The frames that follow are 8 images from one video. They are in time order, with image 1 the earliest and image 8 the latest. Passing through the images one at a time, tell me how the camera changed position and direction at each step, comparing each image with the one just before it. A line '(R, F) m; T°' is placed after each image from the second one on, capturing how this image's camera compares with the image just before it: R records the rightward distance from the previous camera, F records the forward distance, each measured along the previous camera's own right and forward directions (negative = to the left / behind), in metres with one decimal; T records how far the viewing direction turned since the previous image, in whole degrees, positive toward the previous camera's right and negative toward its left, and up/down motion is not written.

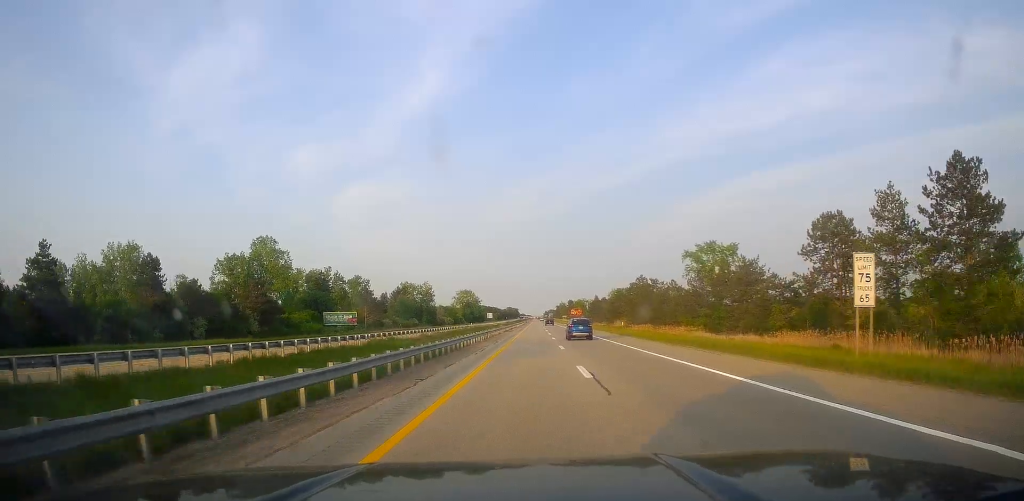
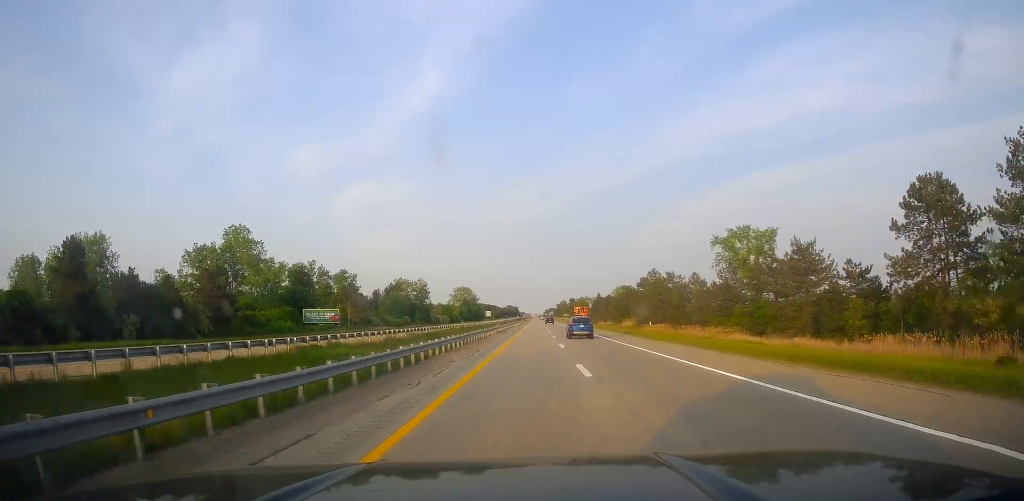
(+0.1, +15.2) m; 0°
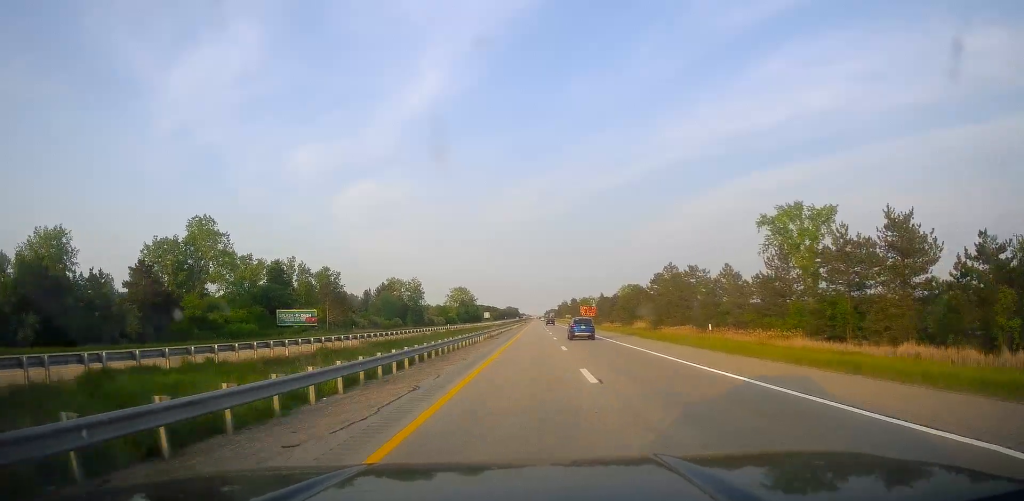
(0.0, +16.5) m; 0°
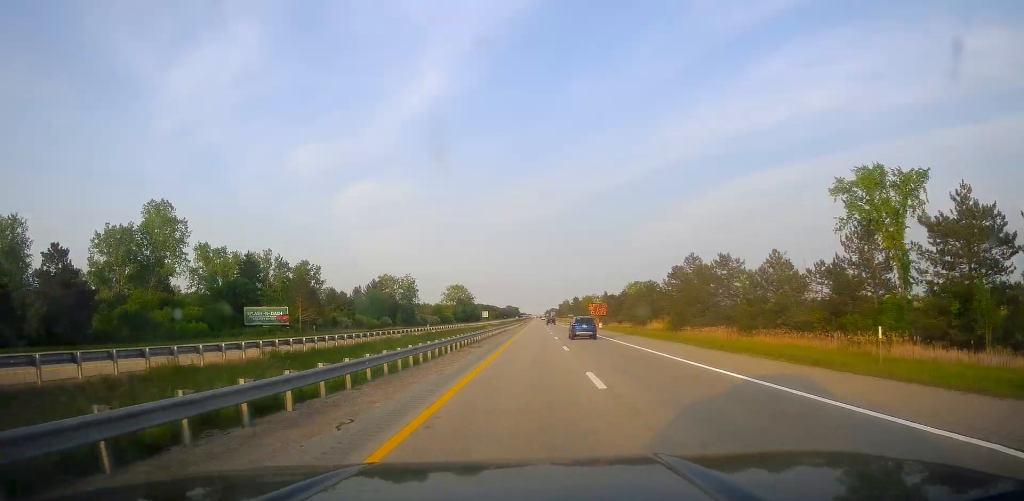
(+0.1, +16.4) m; 0°
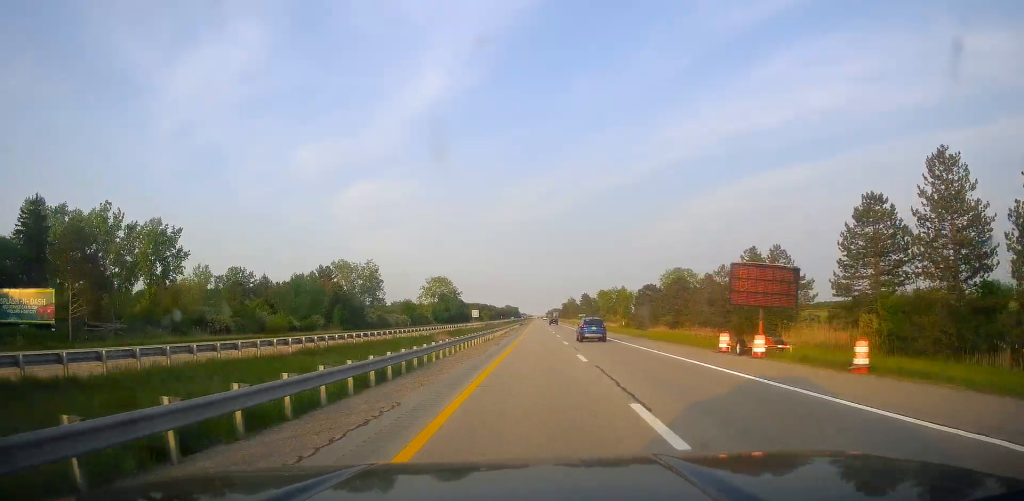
(-1.1, +67.4) m; -1°
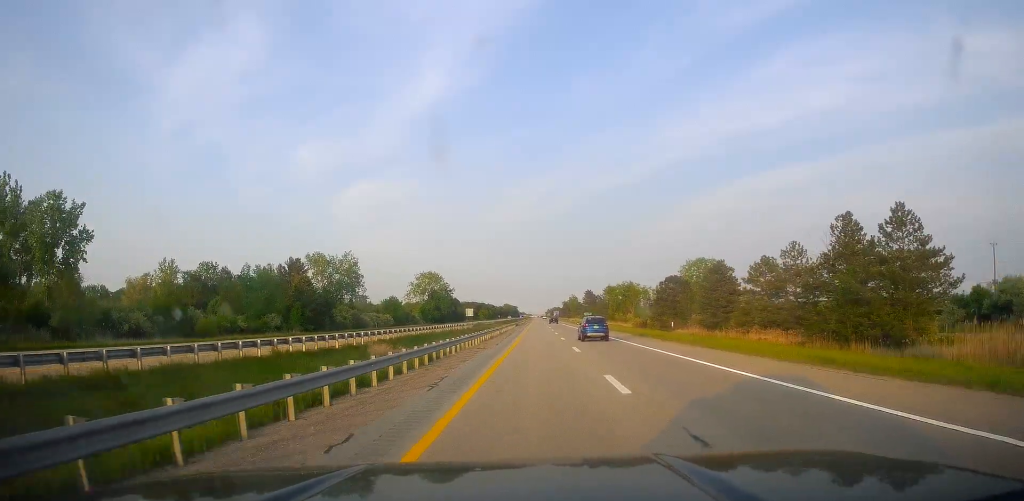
(0.0, +24.8) m; 0°
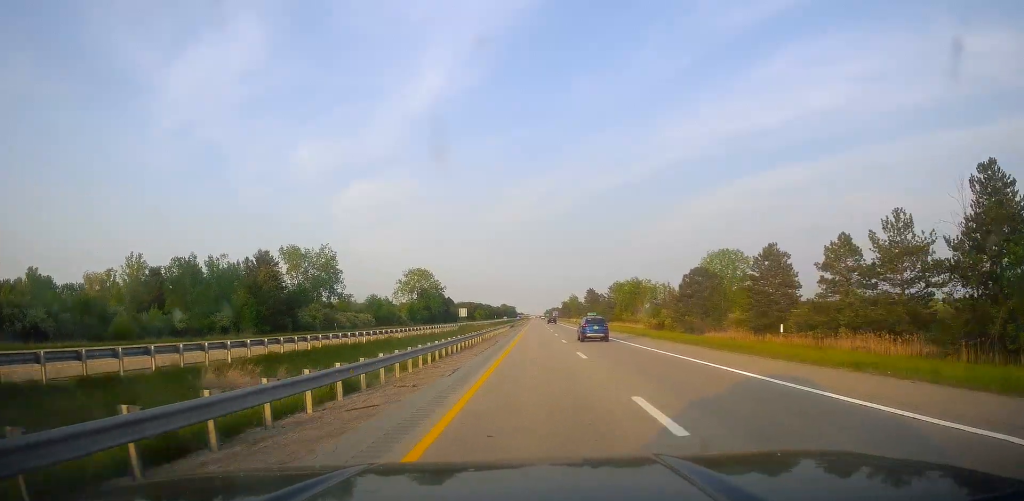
(0.0, +20.0) m; 0°
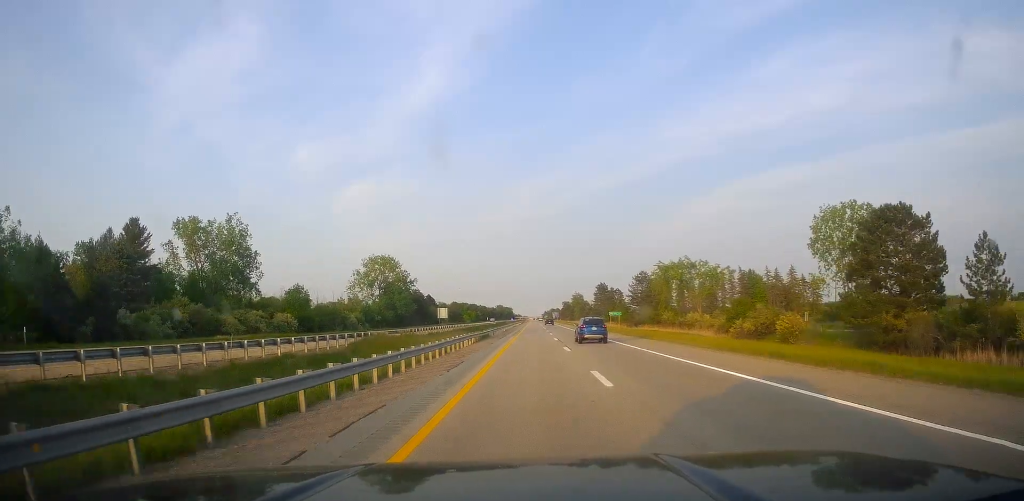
(+0.6, +55.0) m; +1°
